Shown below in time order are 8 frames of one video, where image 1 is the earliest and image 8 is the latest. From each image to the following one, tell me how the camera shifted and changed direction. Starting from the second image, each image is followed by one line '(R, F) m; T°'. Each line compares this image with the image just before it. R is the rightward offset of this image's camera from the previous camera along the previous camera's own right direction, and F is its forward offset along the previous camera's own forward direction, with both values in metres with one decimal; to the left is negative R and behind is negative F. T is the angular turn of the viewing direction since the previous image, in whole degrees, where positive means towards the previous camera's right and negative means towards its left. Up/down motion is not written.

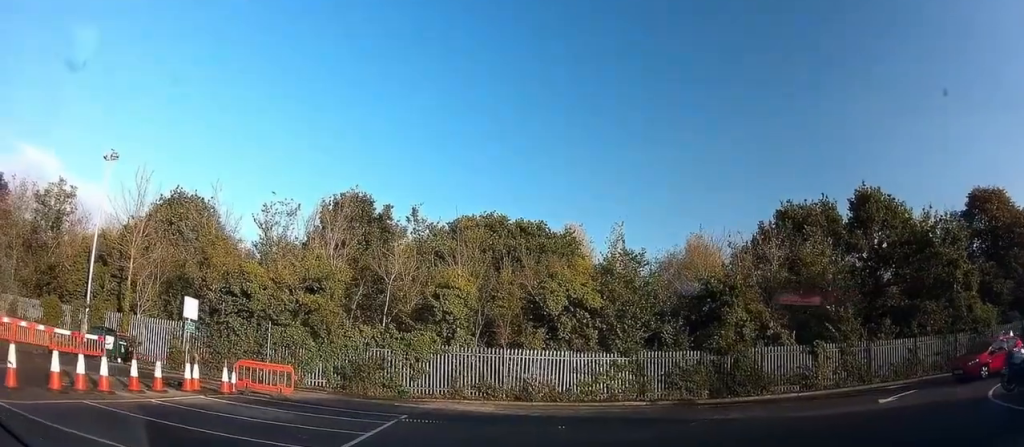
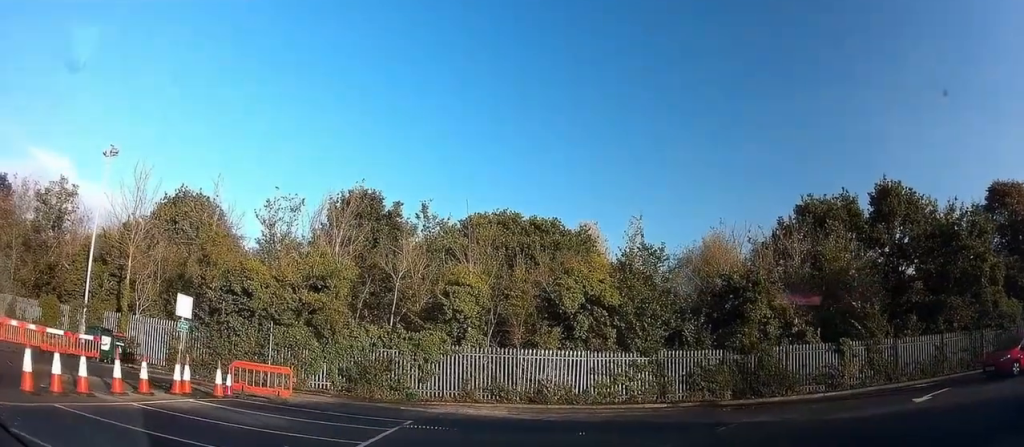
(0.0, +1.1) m; +1°
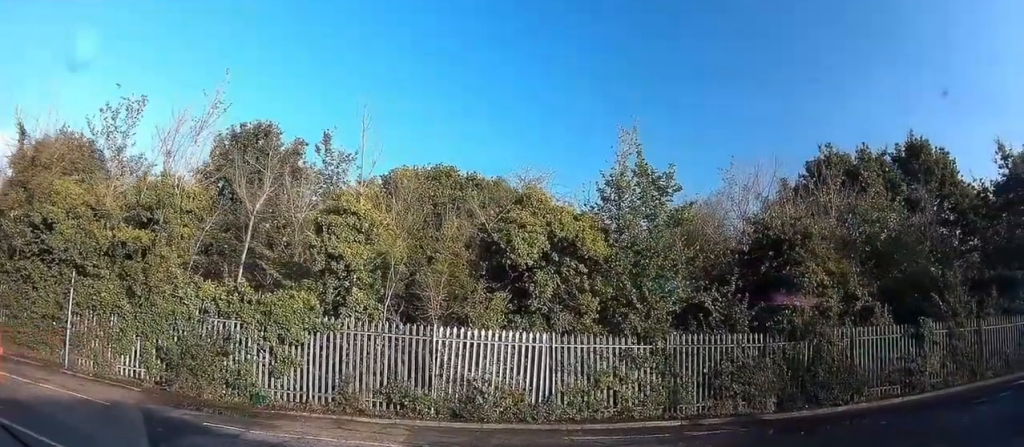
(+0.4, +8.5) m; +14°
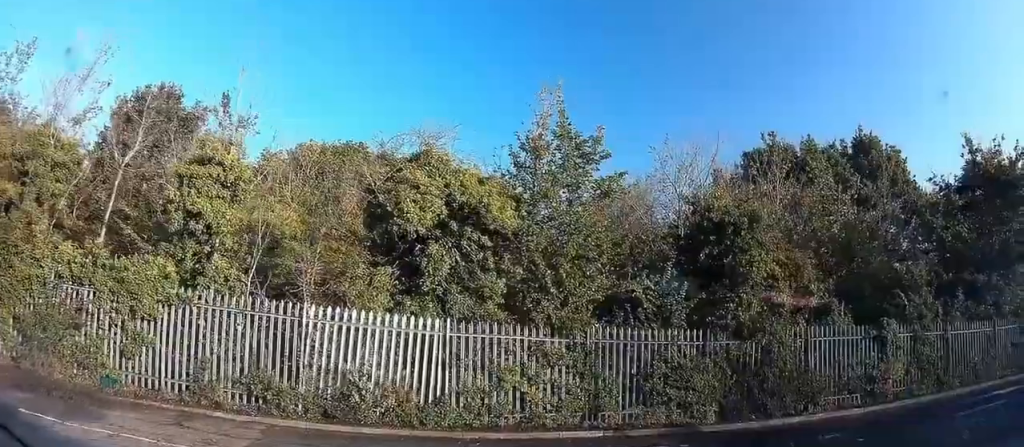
(+0.2, +2.5) m; +8°
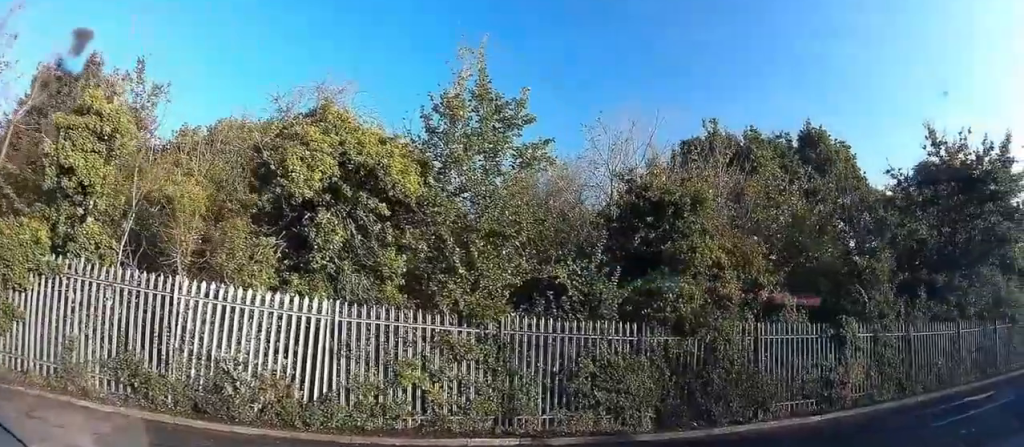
(+0.1, +1.8) m; +8°
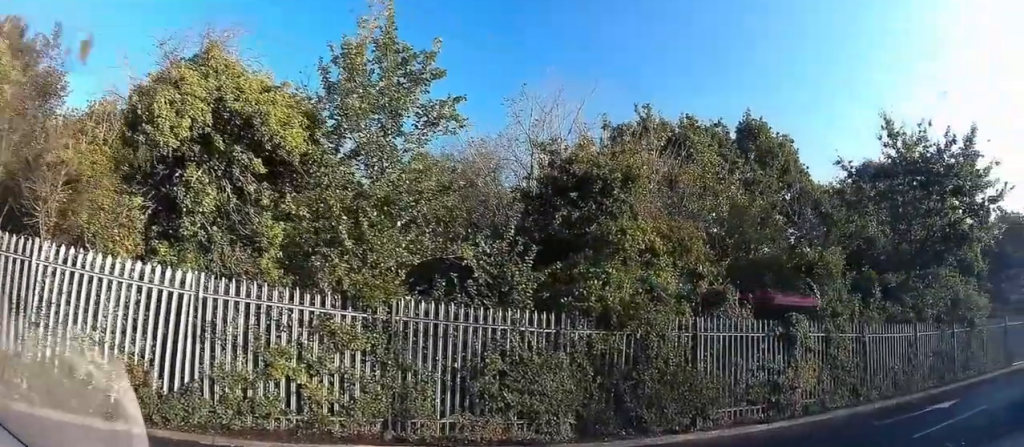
(0.0, +1.6) m; +10°
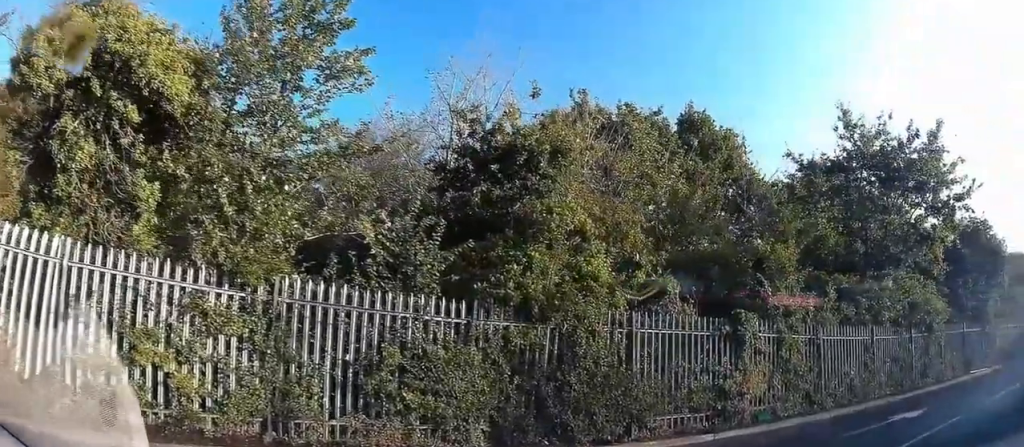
(+0.3, +1.3) m; +5°
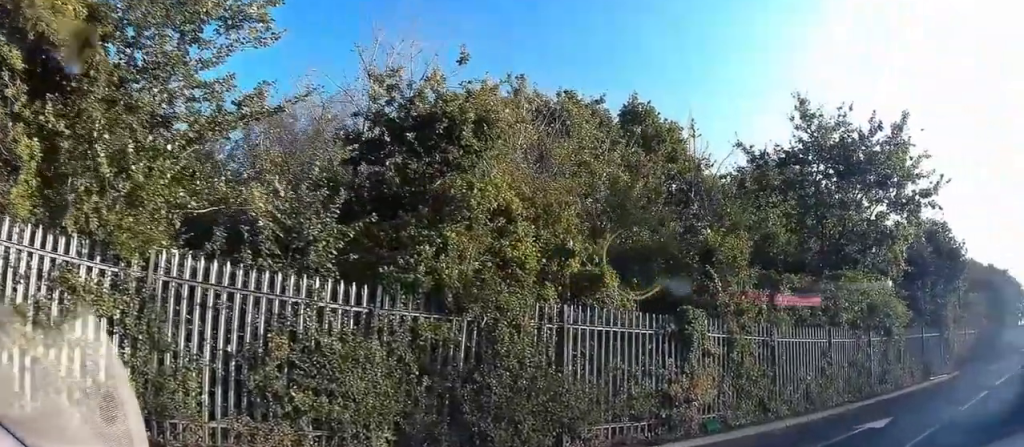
(+0.1, +1.2) m; +4°
